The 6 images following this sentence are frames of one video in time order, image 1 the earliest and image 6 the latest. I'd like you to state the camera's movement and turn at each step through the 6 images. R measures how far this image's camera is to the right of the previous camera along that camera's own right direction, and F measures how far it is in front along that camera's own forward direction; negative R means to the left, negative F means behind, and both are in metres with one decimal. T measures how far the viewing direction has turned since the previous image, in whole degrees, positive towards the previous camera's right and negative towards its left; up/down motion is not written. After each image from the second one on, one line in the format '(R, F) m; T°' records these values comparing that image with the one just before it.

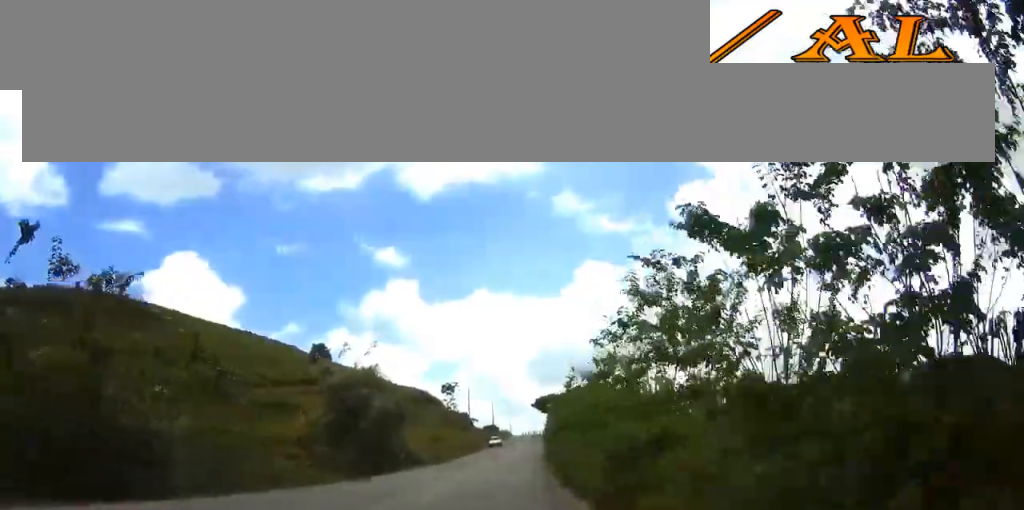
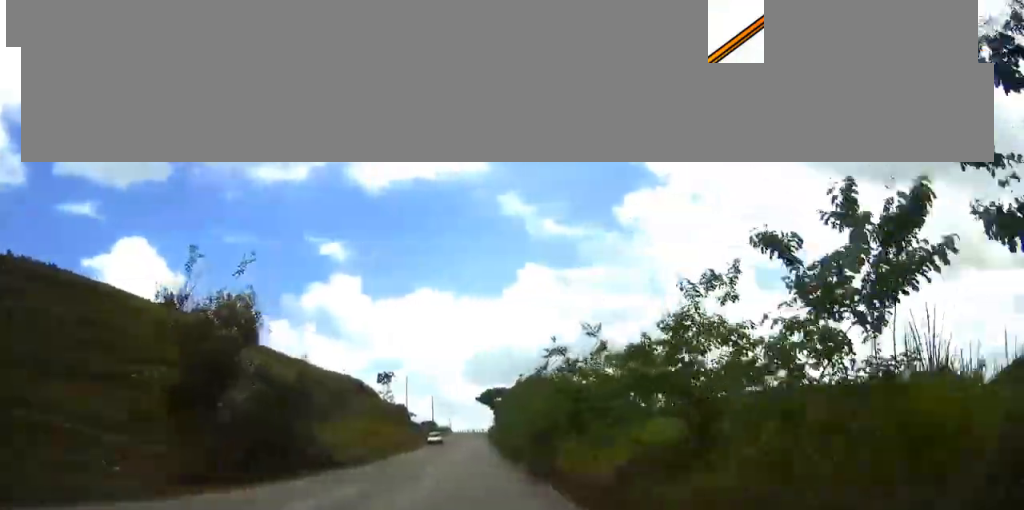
(+0.5, +14.2) m; +4°
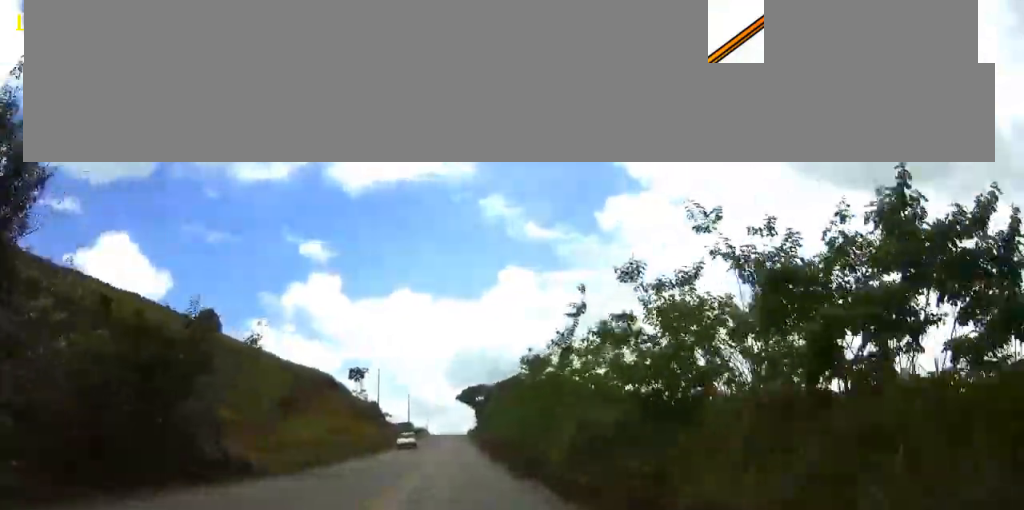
(+0.4, +11.9) m; +2°
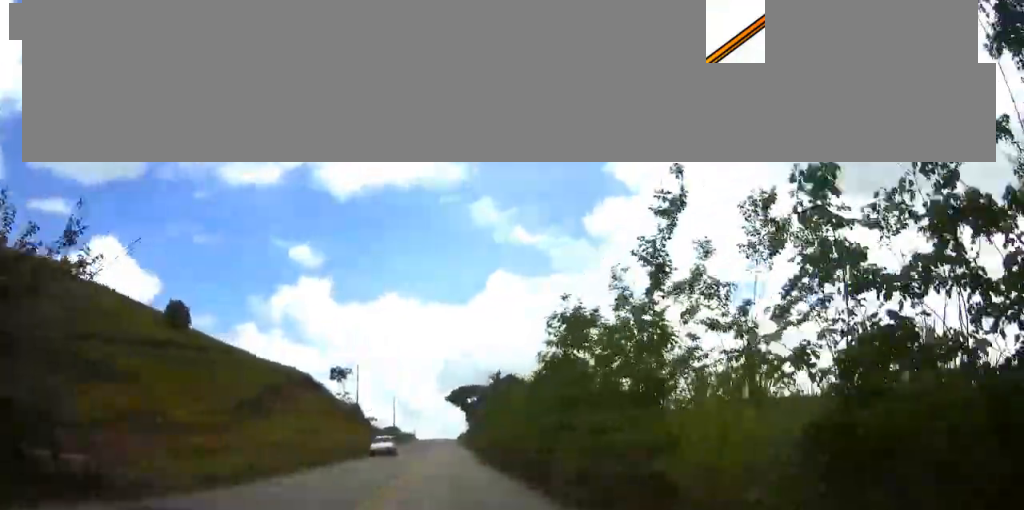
(+0.1, +10.6) m; +1°
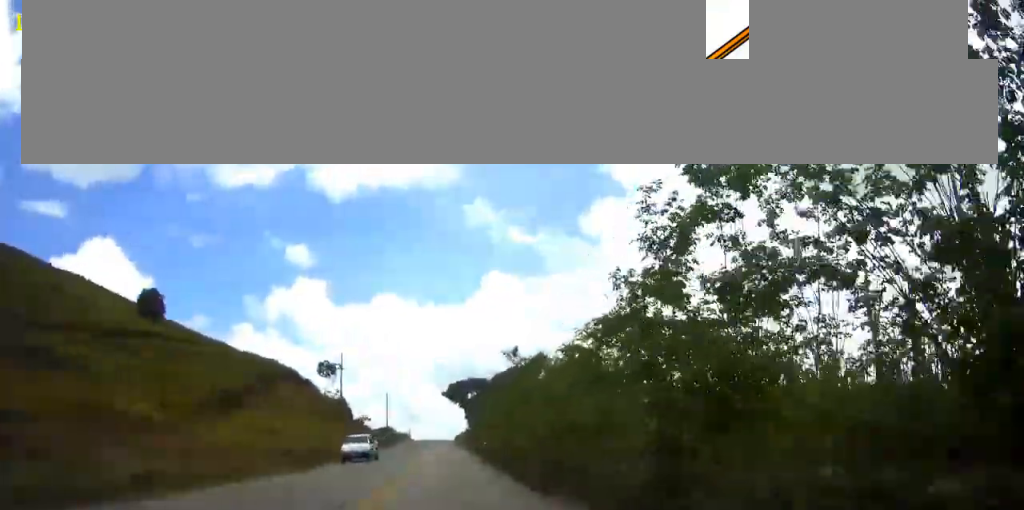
(+0.2, +10.0) m; 0°
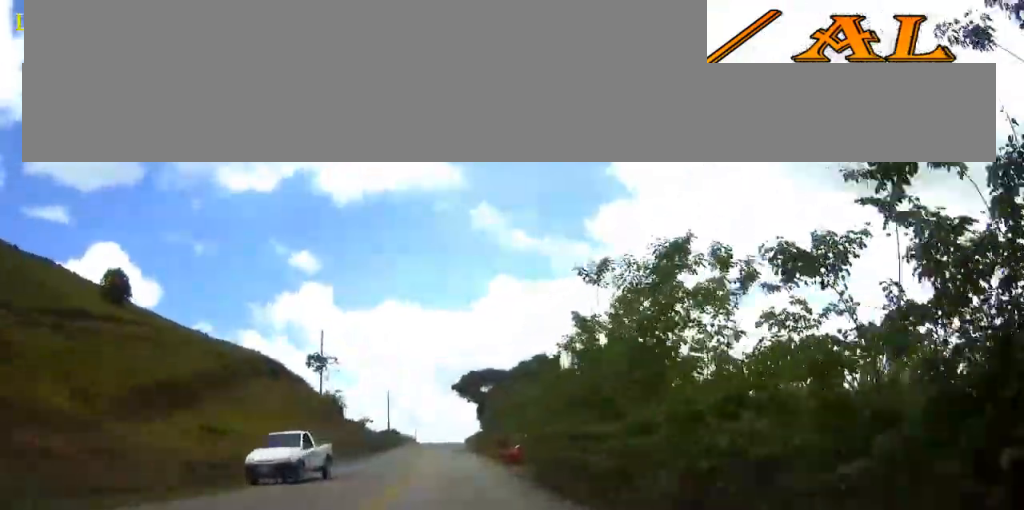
(+0.1, +15.2) m; 0°
